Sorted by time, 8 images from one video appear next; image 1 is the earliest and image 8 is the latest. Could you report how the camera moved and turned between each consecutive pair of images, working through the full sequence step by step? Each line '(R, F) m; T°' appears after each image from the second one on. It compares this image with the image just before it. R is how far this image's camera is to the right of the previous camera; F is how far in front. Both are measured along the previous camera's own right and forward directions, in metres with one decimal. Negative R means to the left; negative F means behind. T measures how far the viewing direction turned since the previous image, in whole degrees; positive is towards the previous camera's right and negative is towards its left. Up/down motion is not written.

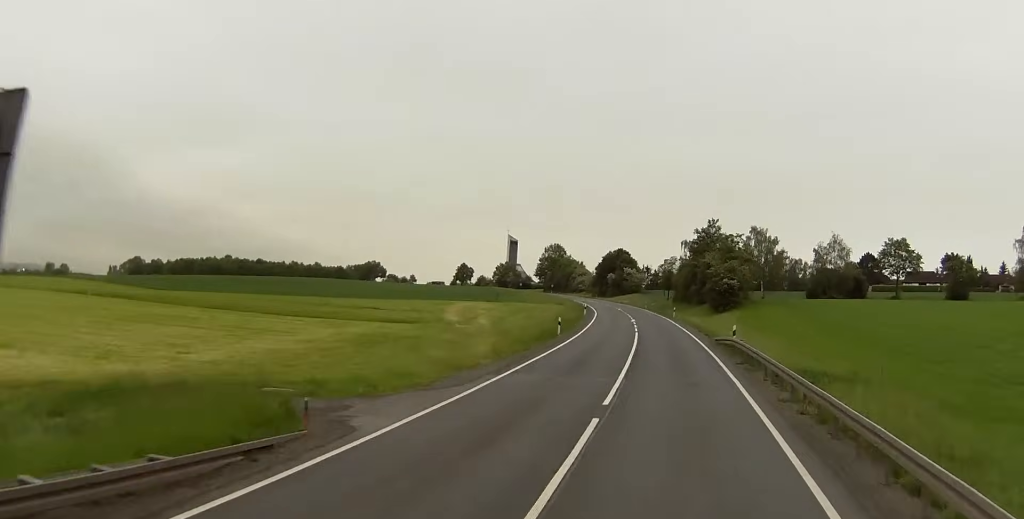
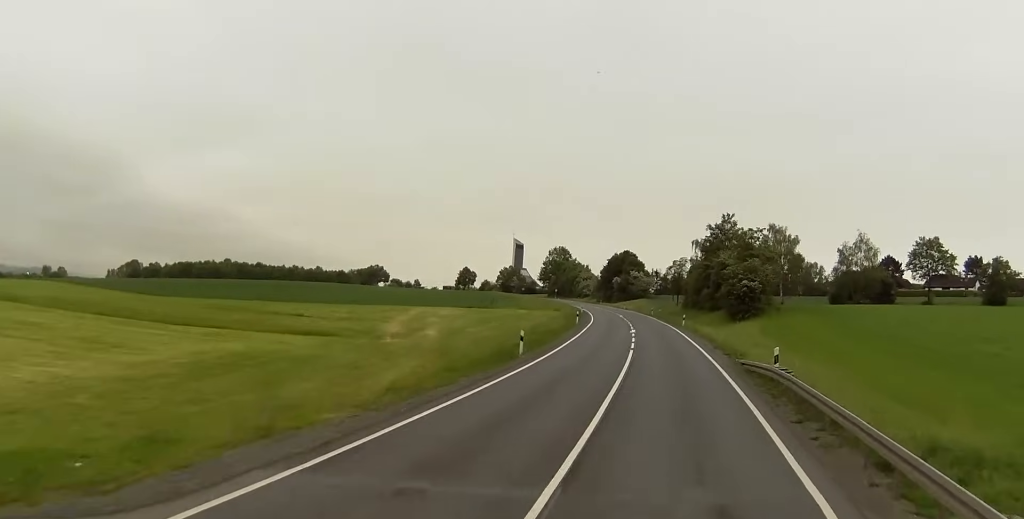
(-0.2, +14.2) m; -1°
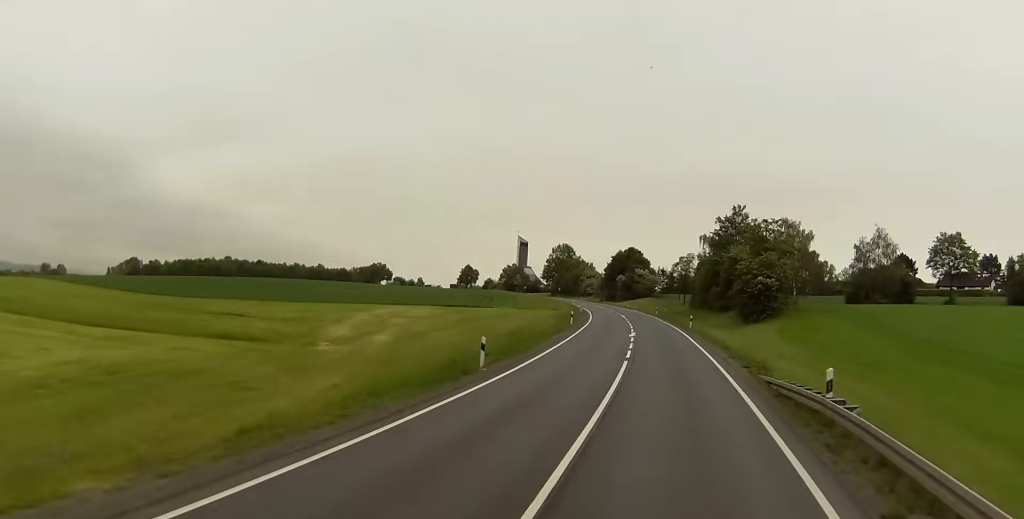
(0.0, +7.8) m; 0°
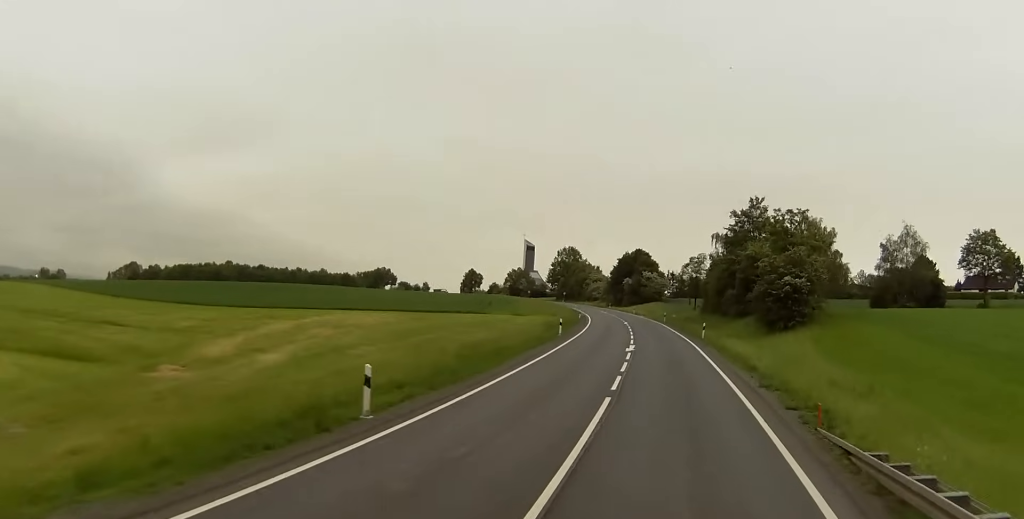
(0.0, +10.5) m; 0°
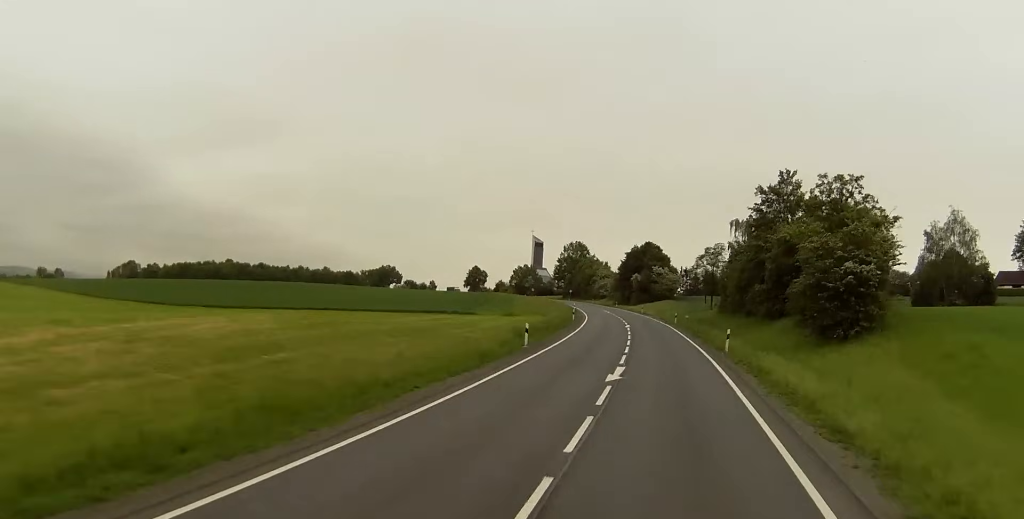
(-0.1, +14.0) m; -1°
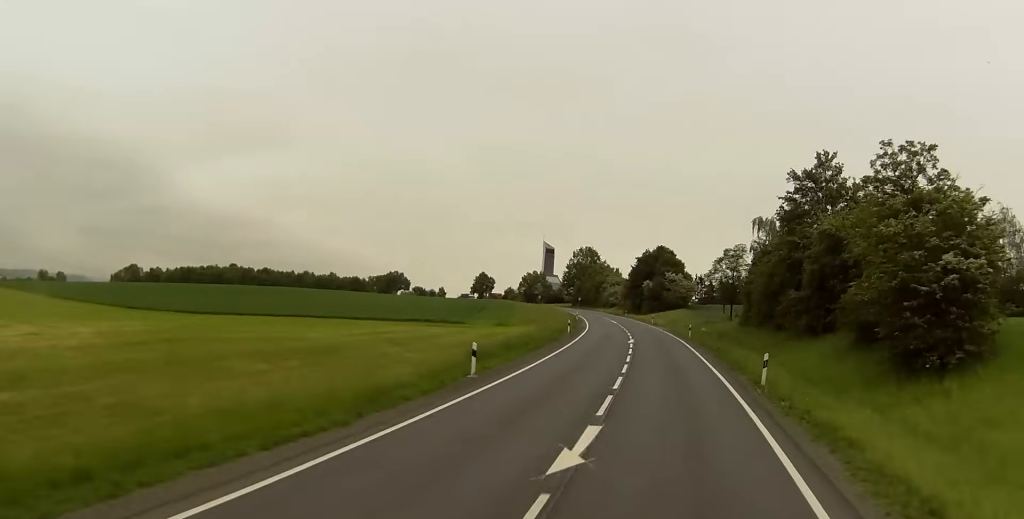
(-0.1, +9.8) m; -1°
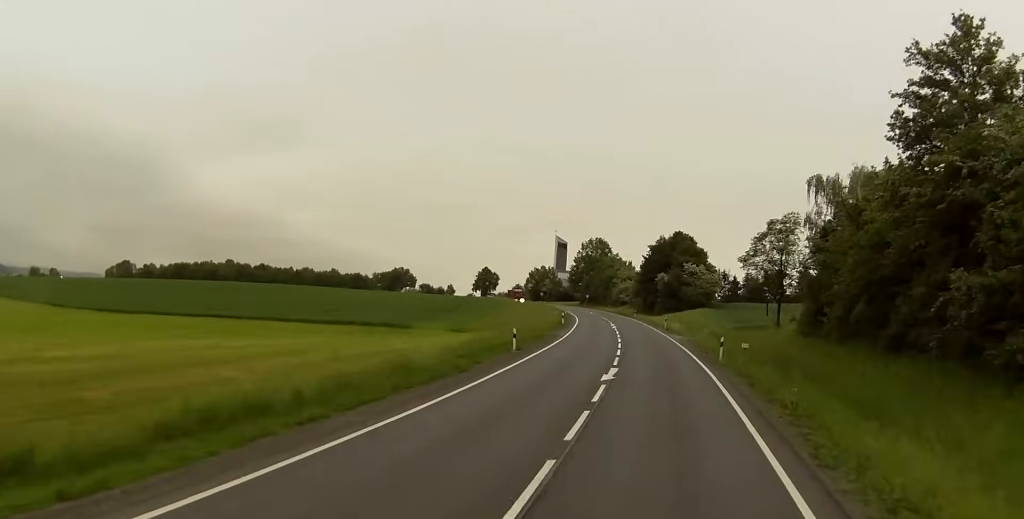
(-0.3, +20.6) m; -1°
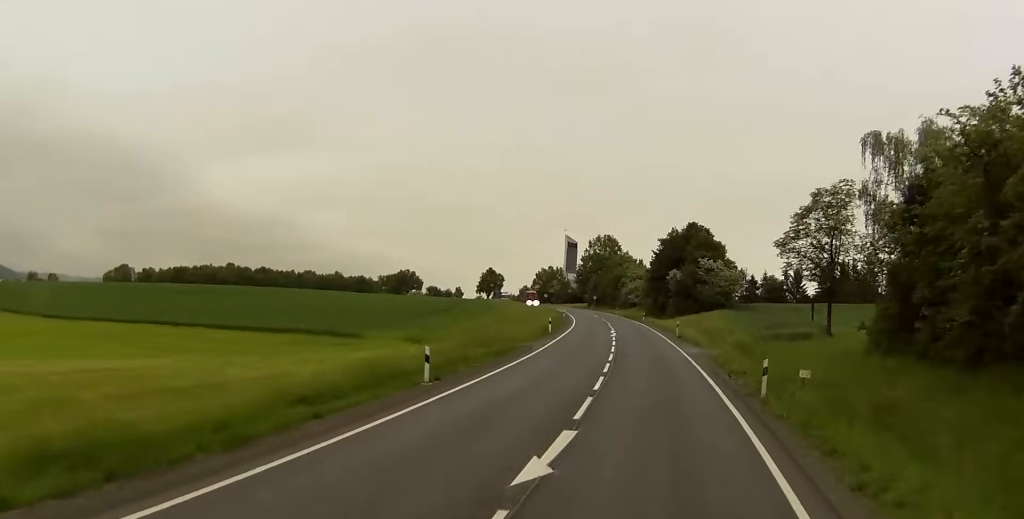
(-0.1, +12.6) m; 0°
